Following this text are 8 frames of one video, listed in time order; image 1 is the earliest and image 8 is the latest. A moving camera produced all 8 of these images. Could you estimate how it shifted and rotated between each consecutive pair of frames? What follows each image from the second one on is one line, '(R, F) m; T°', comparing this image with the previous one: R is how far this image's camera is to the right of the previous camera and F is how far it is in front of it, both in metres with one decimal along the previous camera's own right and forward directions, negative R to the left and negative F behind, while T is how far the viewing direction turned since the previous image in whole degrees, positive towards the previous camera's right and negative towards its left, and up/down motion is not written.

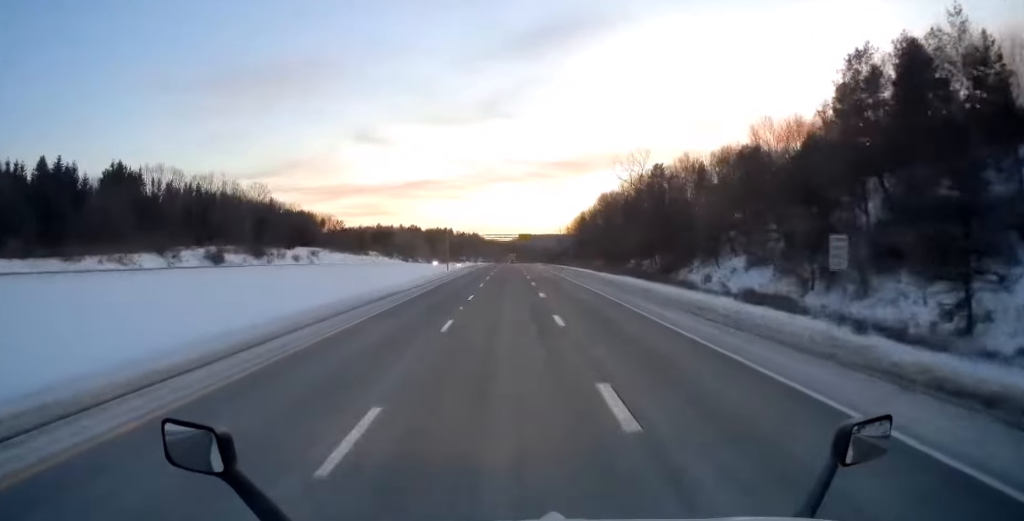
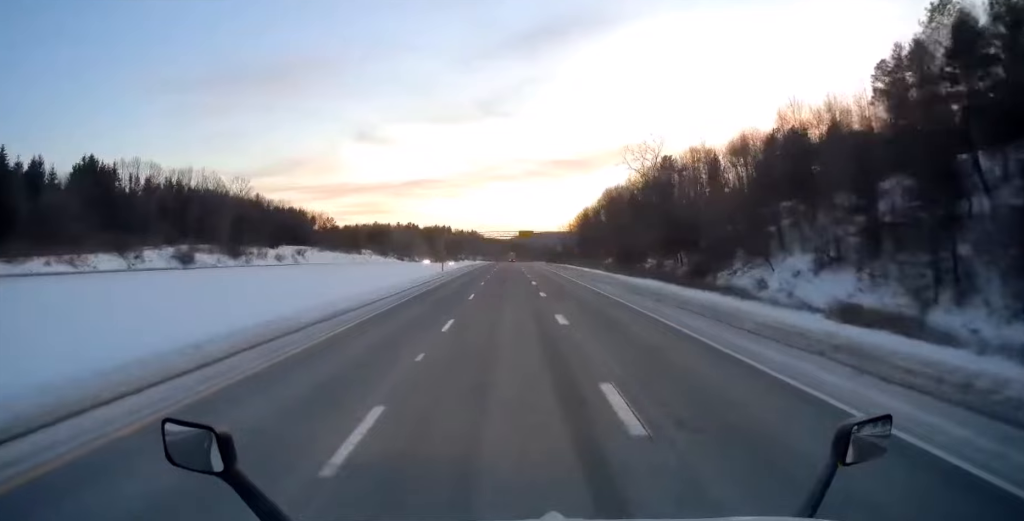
(0.0, +12.1) m; 0°
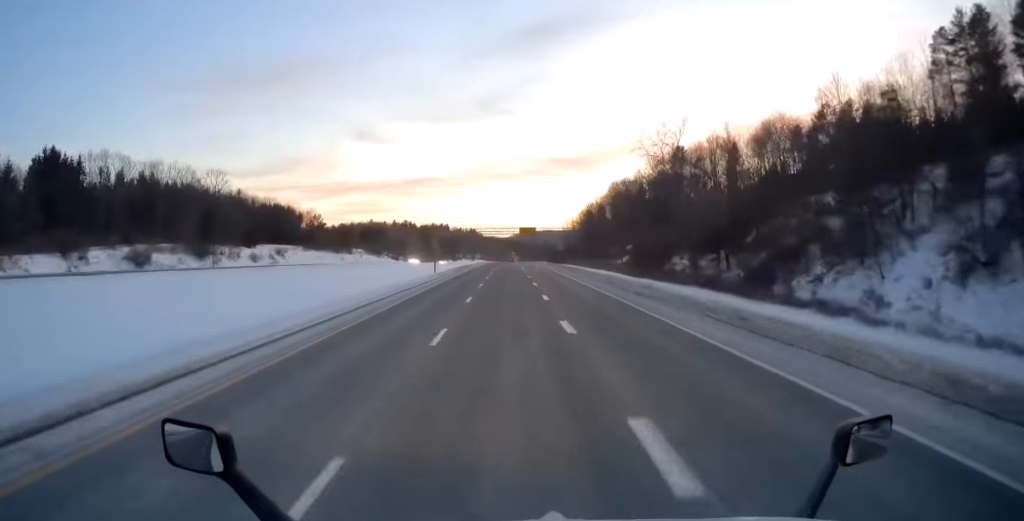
(+0.1, +14.6) m; 0°
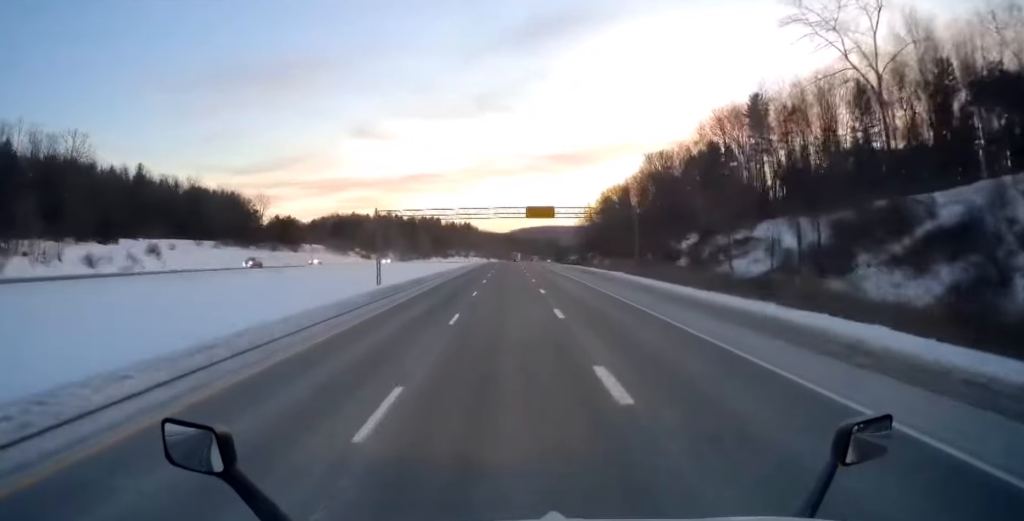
(+0.1, +56.9) m; +1°
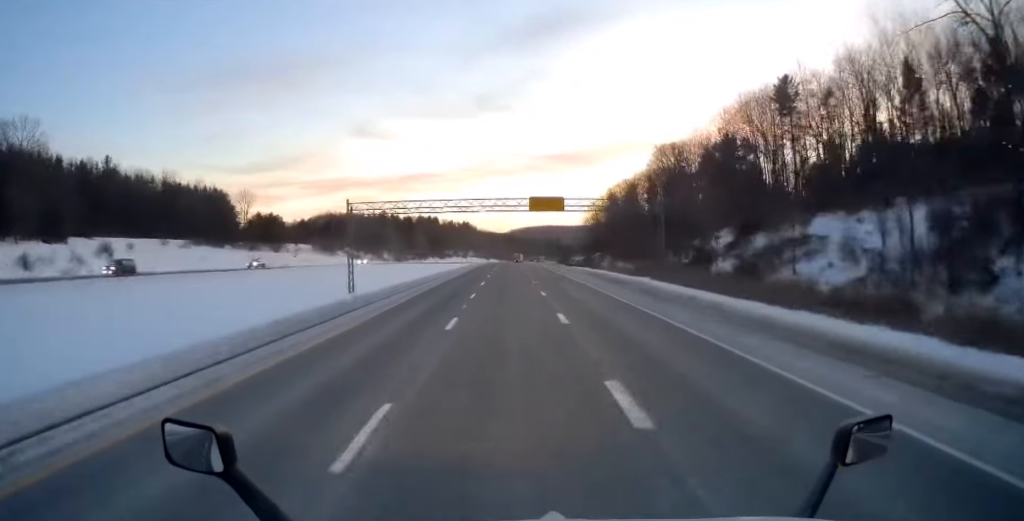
(-0.1, +13.3) m; 0°
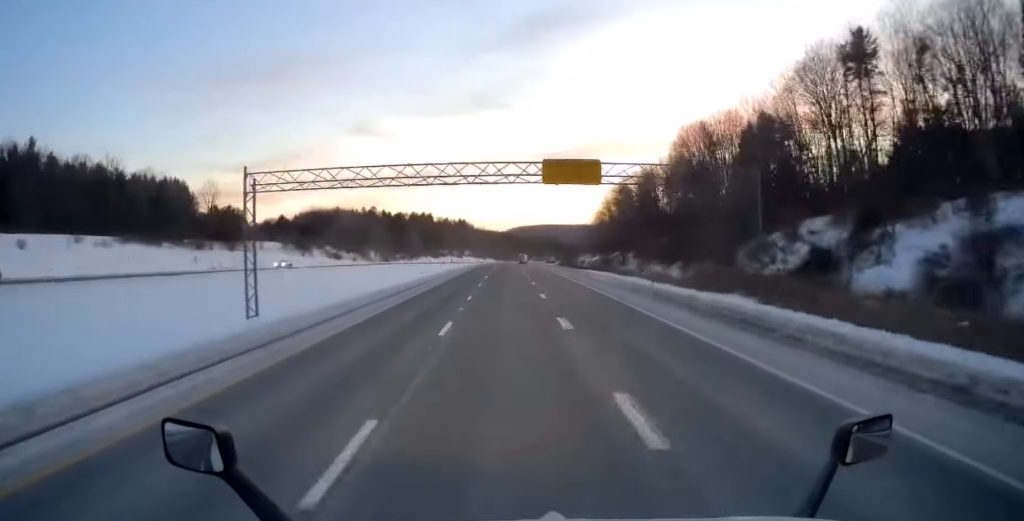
(+0.3, +25.2) m; +1°
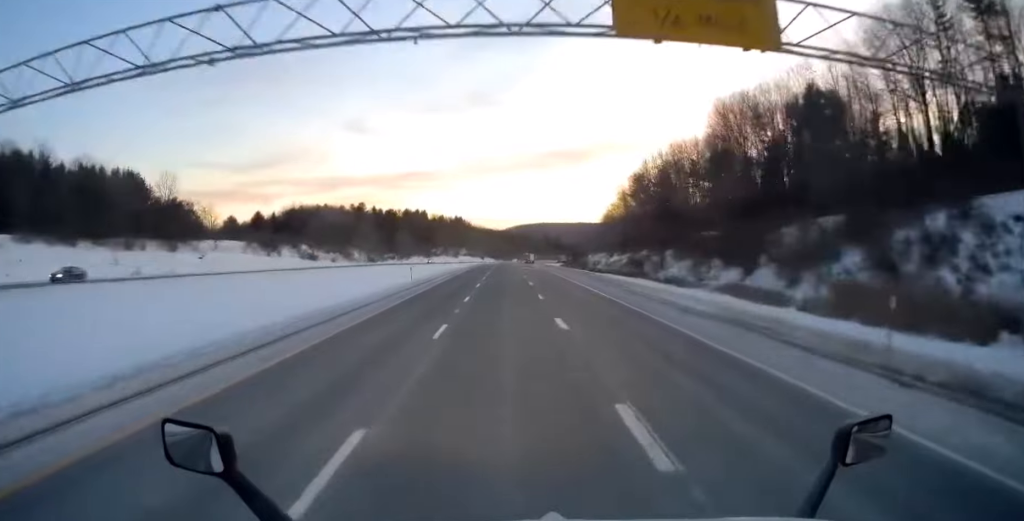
(+0.1, +24.8) m; 0°
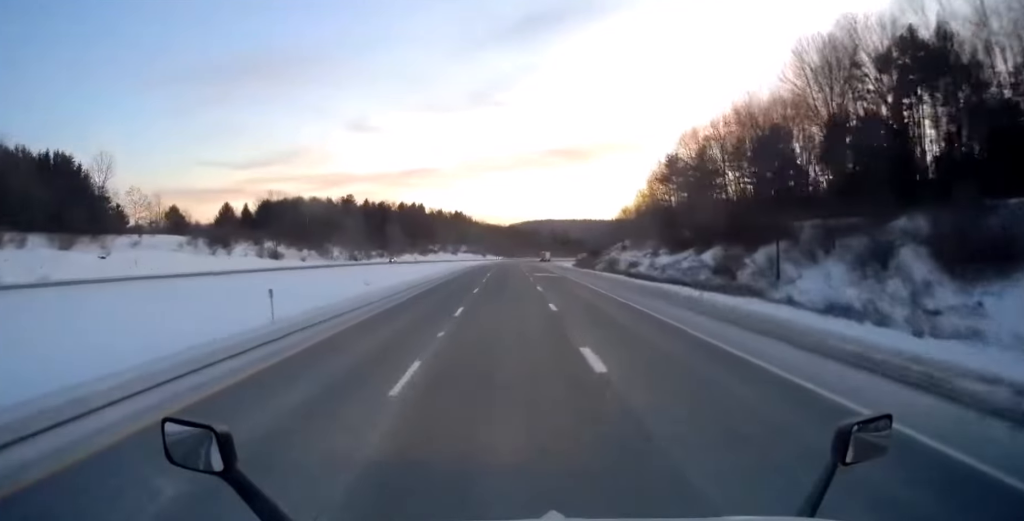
(-0.3, +31.3) m; 0°
